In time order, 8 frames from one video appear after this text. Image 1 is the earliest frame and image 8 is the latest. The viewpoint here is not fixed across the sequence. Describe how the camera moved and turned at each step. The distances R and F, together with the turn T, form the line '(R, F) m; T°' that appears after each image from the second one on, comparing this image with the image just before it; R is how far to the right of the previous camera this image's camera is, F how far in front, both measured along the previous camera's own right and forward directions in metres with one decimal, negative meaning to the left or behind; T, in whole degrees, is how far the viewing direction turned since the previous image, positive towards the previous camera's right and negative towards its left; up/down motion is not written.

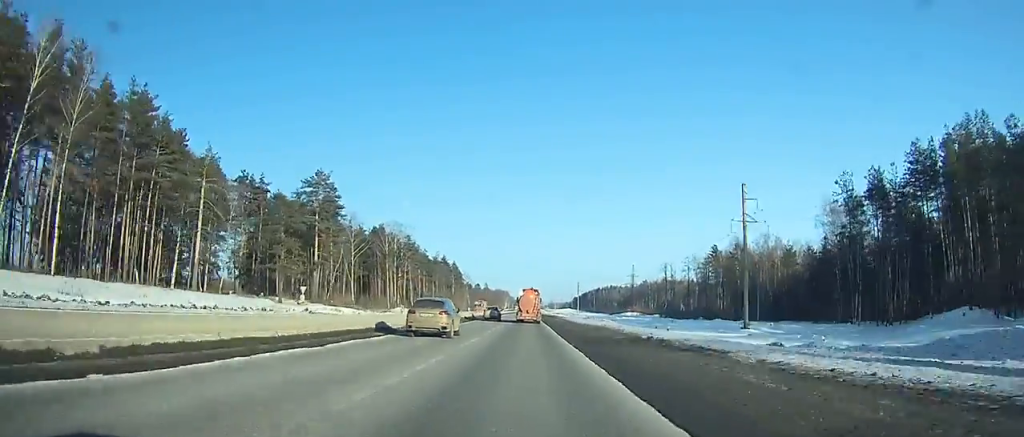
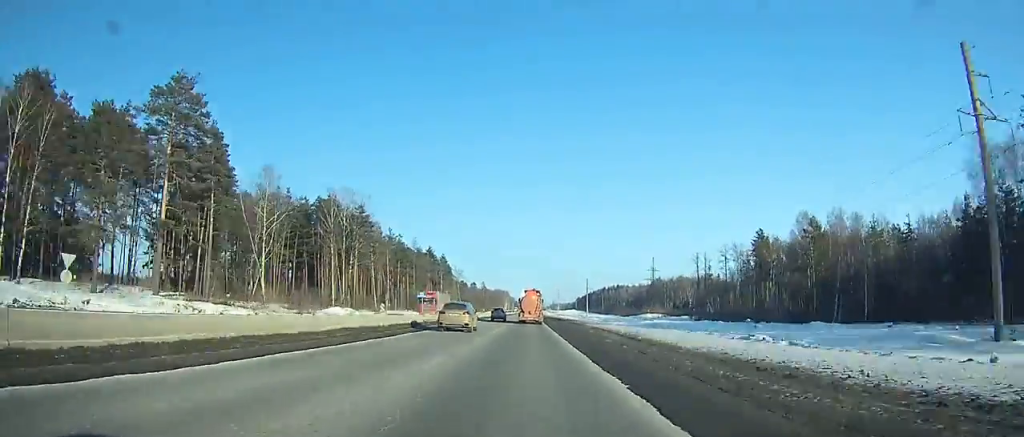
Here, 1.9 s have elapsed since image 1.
(0.0, +46.8) m; 0°
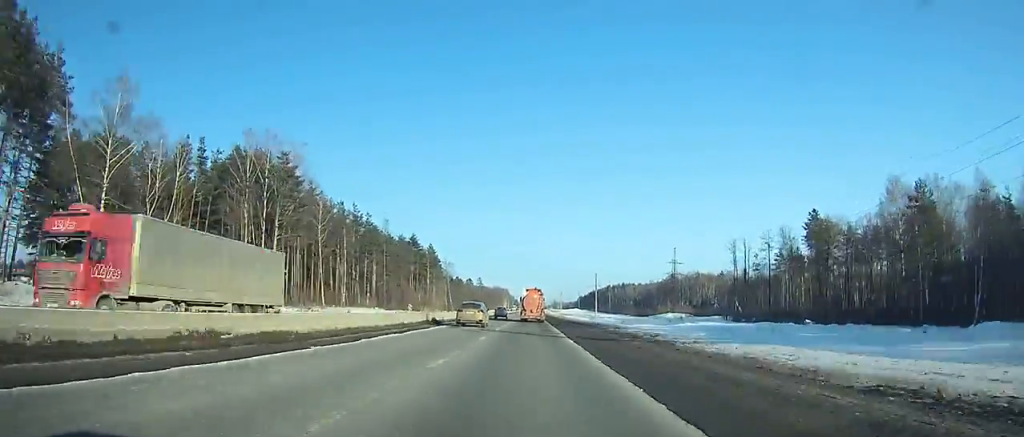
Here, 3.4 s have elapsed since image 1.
(0.0, +36.2) m; 0°
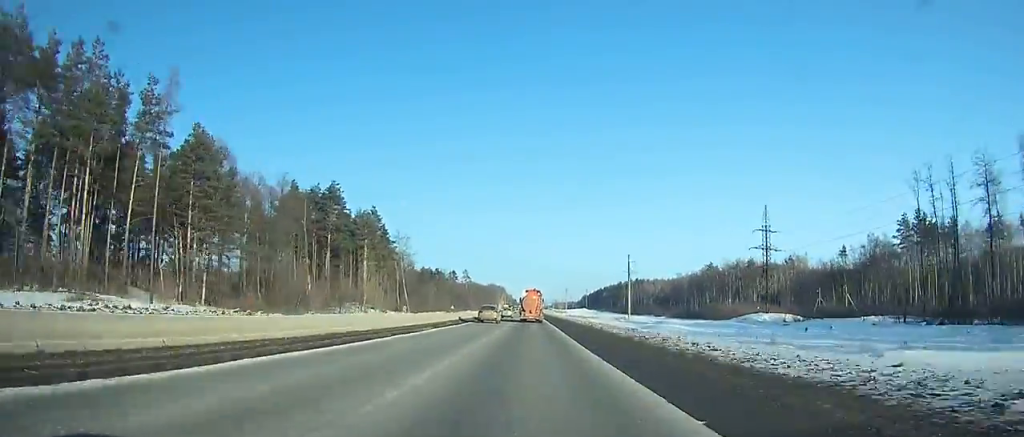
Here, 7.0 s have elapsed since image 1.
(+0.1, +85.0) m; 0°
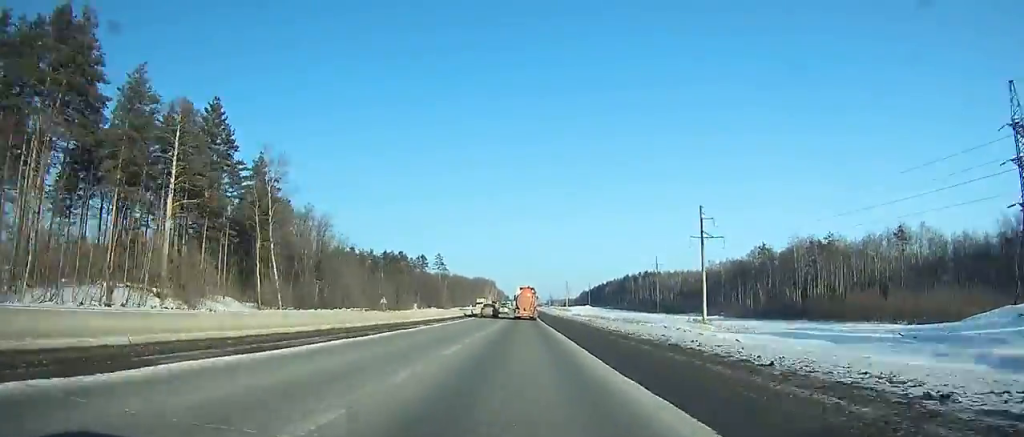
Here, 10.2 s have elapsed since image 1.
(0.0, +73.4) m; 0°
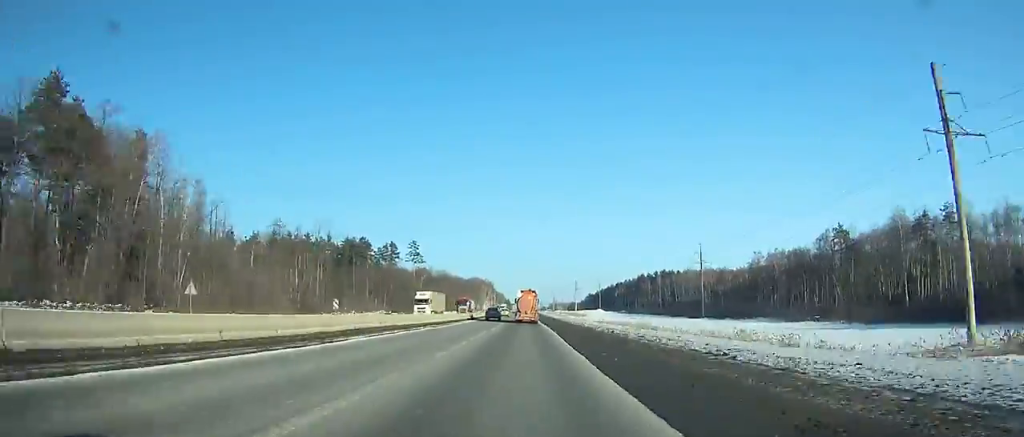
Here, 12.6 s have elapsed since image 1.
(0.0, +55.9) m; 0°
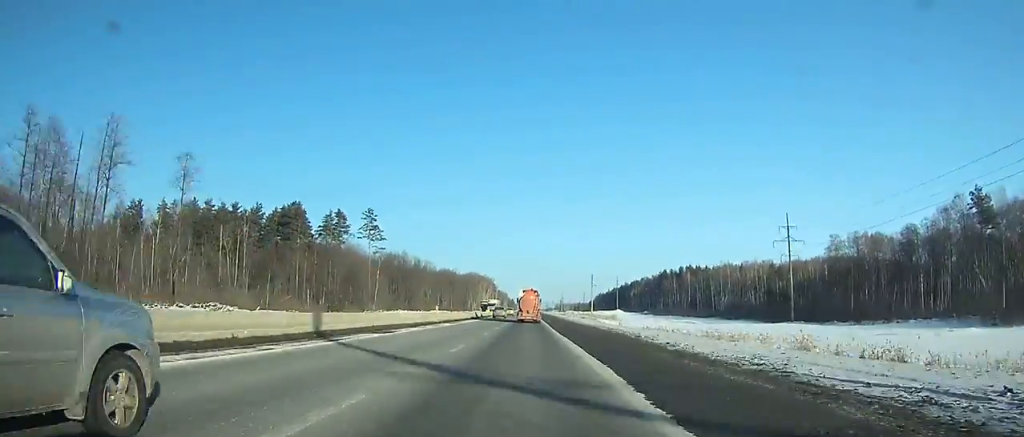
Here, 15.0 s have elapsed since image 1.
(0.0, +57.3) m; 0°
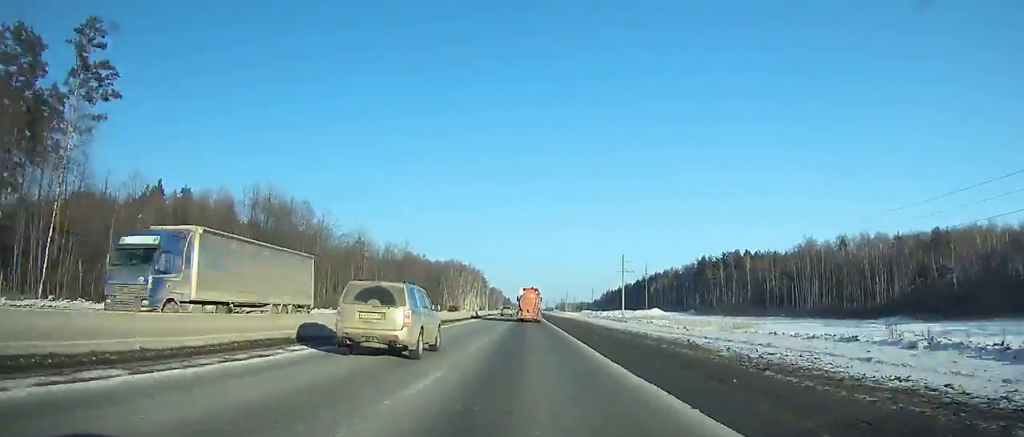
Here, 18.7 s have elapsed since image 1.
(-0.2, +90.4) m; 0°
